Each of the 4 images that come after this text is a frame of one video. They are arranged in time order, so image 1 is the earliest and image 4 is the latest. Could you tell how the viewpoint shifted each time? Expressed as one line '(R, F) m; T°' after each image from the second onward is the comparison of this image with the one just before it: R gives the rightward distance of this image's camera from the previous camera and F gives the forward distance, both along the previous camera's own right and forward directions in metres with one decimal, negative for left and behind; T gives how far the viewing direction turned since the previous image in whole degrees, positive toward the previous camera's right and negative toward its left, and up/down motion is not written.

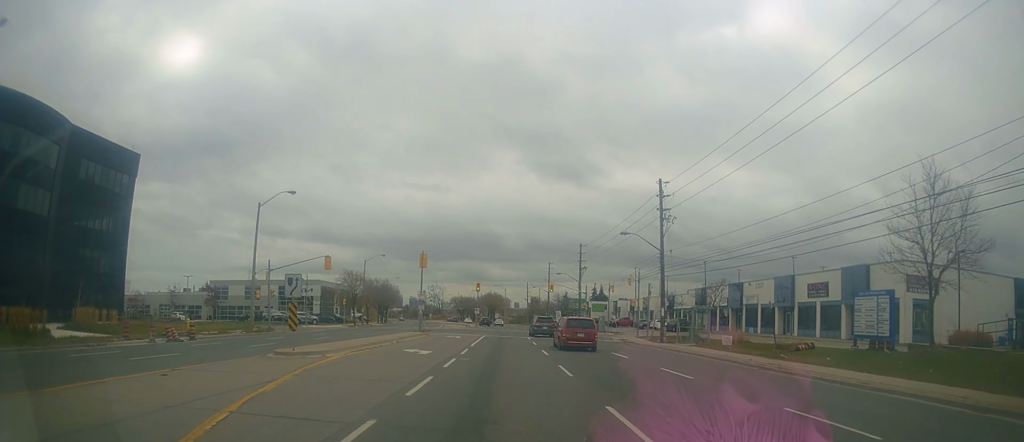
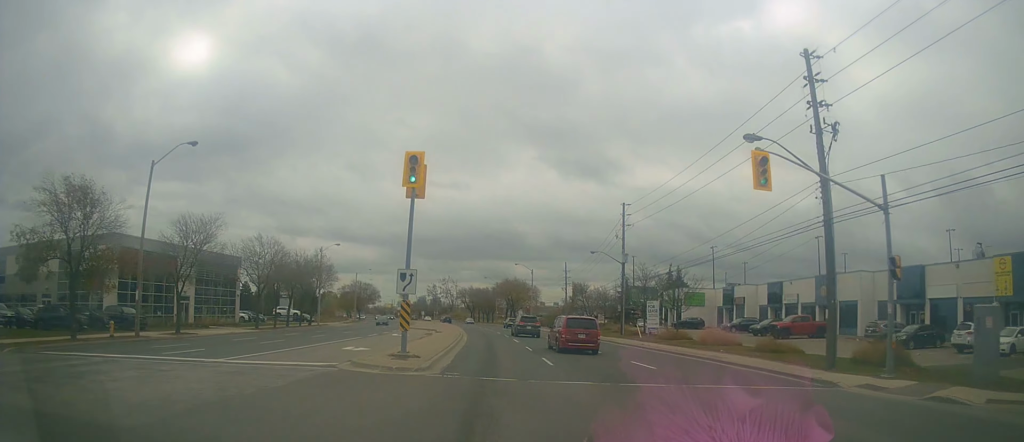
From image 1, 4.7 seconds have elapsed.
(+1.9, +61.6) m; 0°
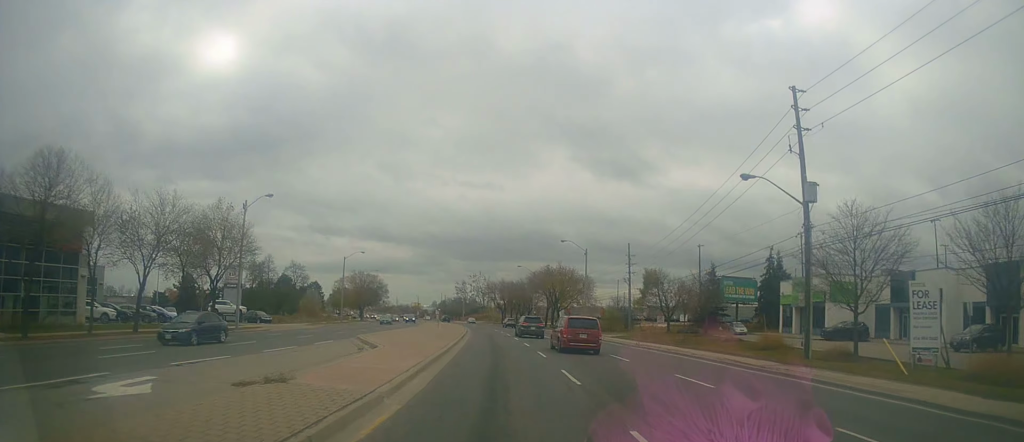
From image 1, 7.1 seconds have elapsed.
(-0.9, +31.9) m; -2°
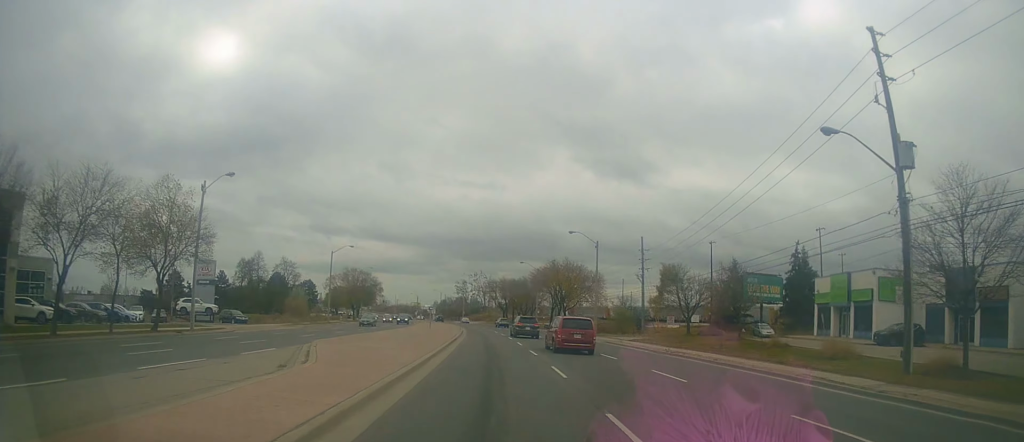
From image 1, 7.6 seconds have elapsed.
(-0.2, +7.5) m; -1°
